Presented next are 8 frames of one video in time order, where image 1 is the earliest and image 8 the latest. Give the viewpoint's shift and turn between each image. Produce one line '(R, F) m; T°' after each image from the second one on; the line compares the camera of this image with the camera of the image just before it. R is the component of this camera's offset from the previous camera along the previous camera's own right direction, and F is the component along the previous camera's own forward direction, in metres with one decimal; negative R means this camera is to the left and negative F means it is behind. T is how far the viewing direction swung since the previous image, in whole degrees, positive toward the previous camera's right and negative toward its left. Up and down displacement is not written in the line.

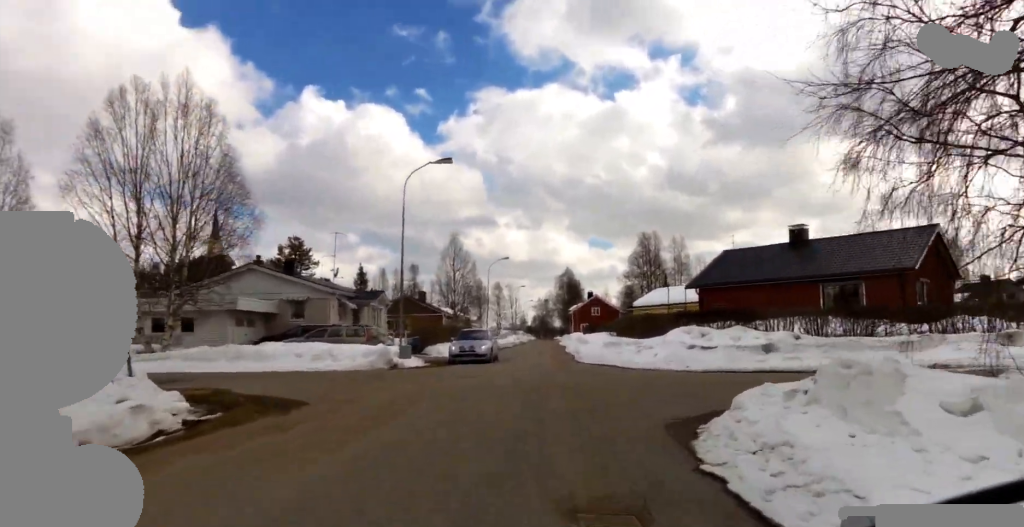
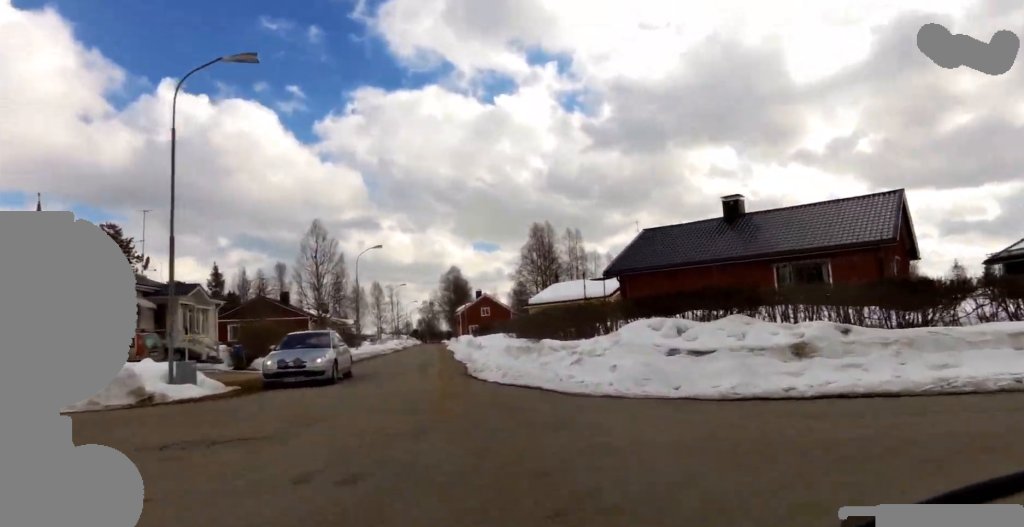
(-0.1, +9.6) m; -2°
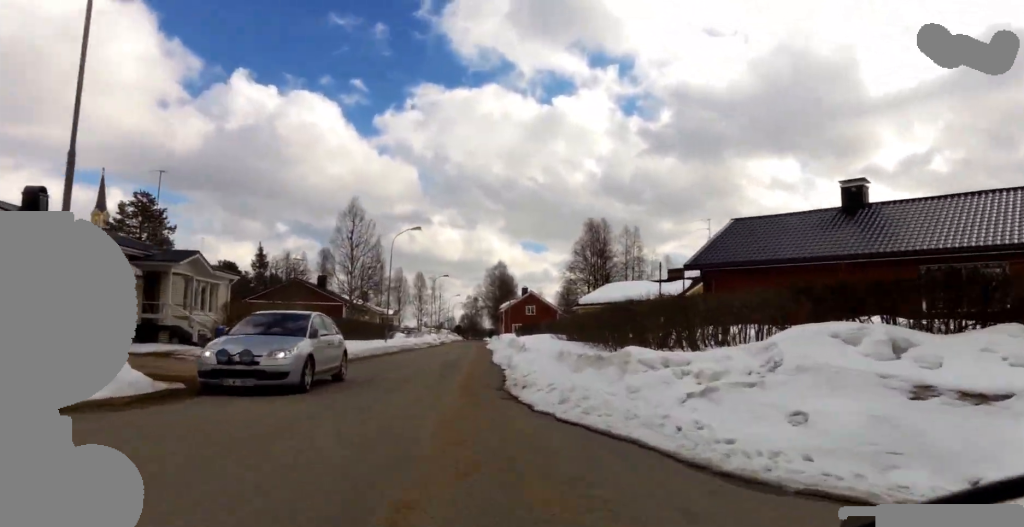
(-0.1, +6.1) m; +4°
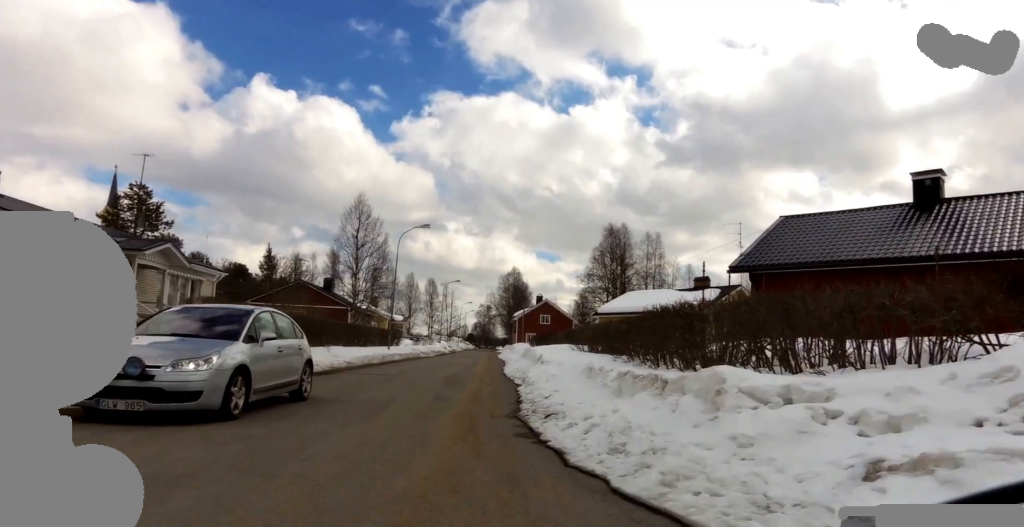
(-0.1, +3.6) m; +3°
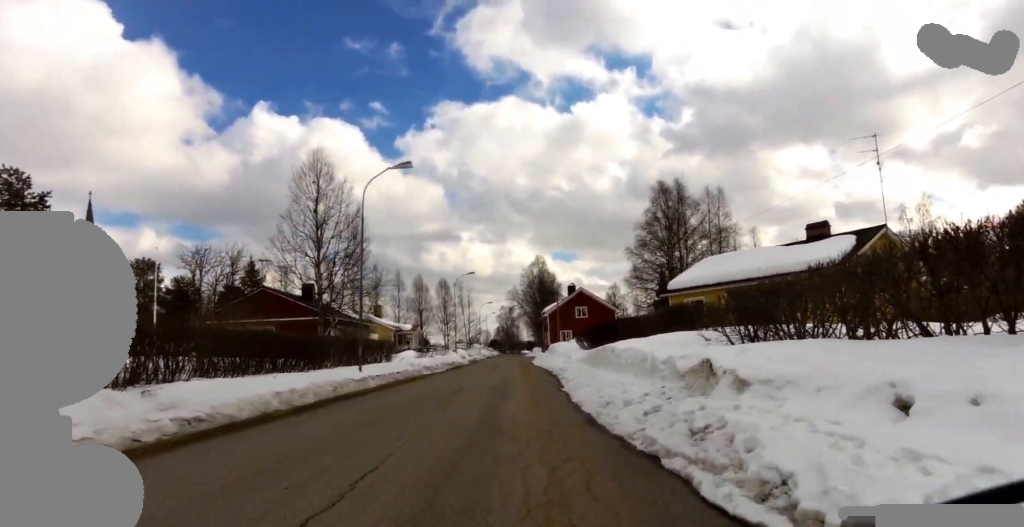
(+0.4, +15.6) m; -5°
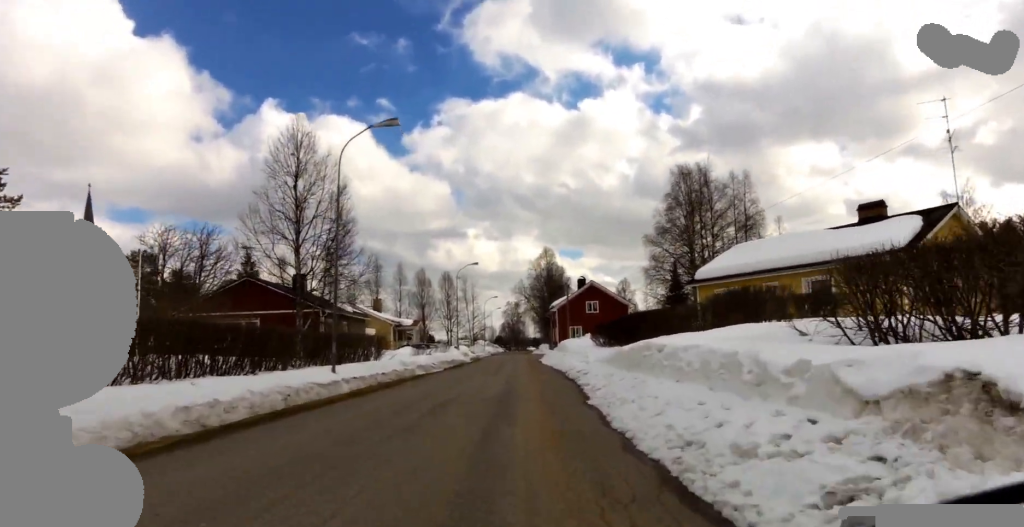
(-0.1, +4.3) m; -1°
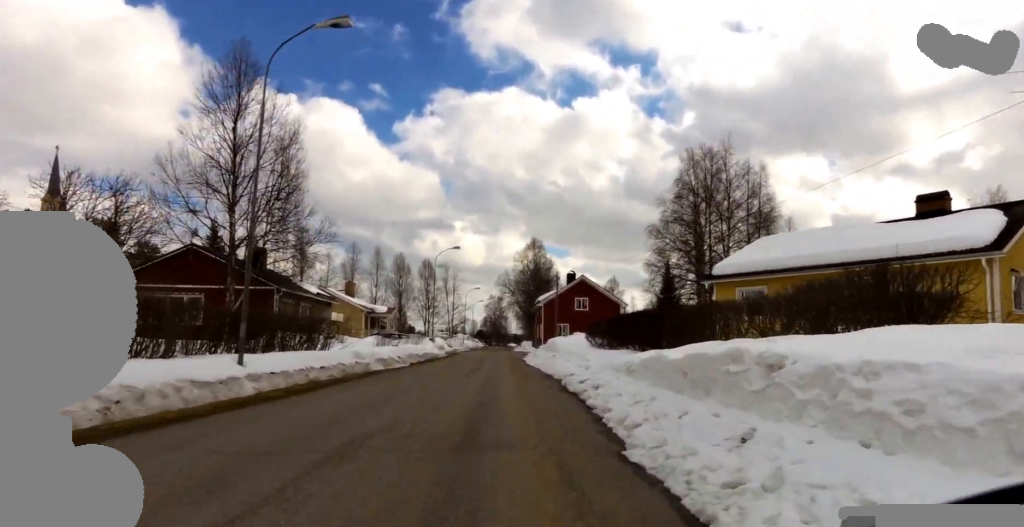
(-0.1, +5.3) m; +3°
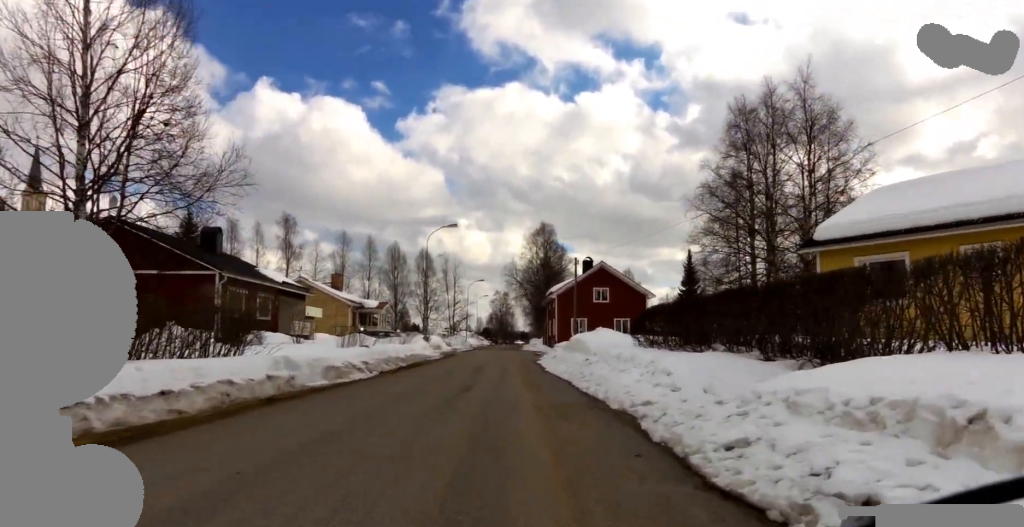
(+0.8, +8.7) m; +6°
